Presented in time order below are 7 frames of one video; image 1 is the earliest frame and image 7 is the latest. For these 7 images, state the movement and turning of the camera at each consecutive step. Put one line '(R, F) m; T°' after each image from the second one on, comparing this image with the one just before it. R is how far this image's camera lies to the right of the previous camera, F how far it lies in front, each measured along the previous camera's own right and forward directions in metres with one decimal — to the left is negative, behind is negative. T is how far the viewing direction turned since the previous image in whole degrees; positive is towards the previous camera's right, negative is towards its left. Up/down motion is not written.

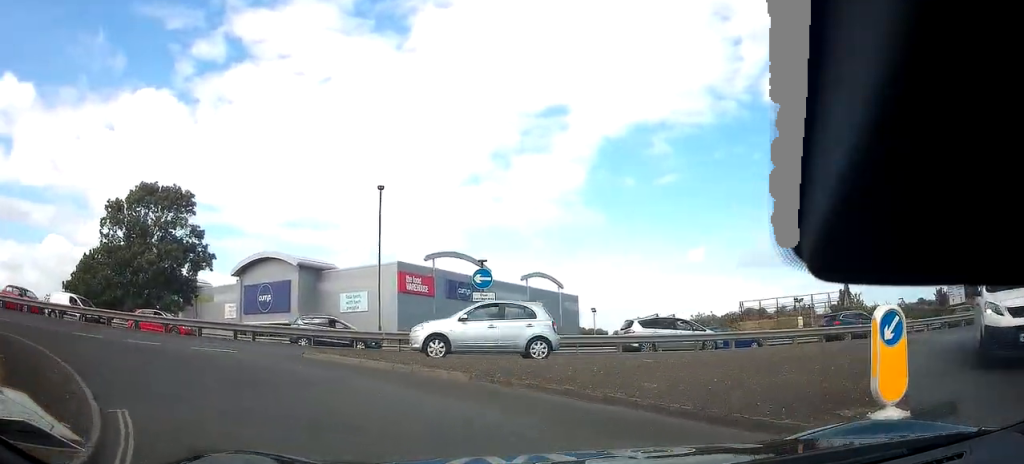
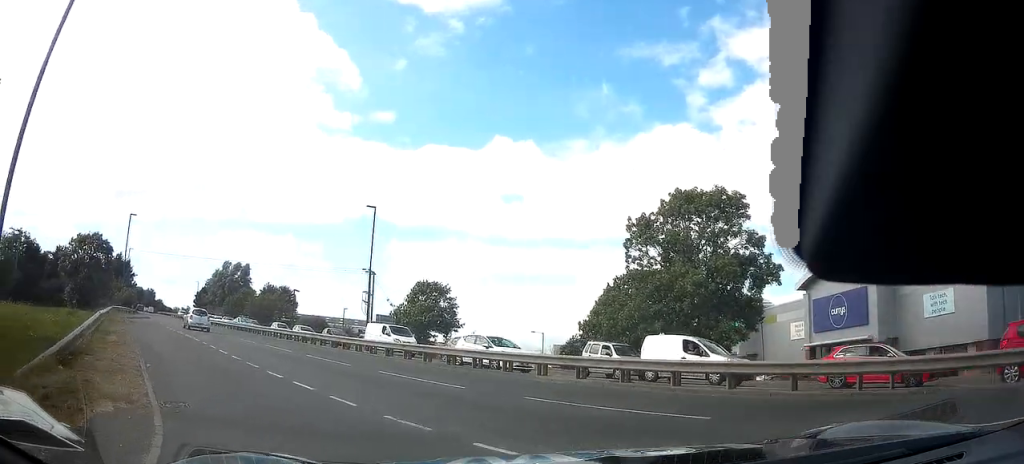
(-5.4, +6.4) m; -79°
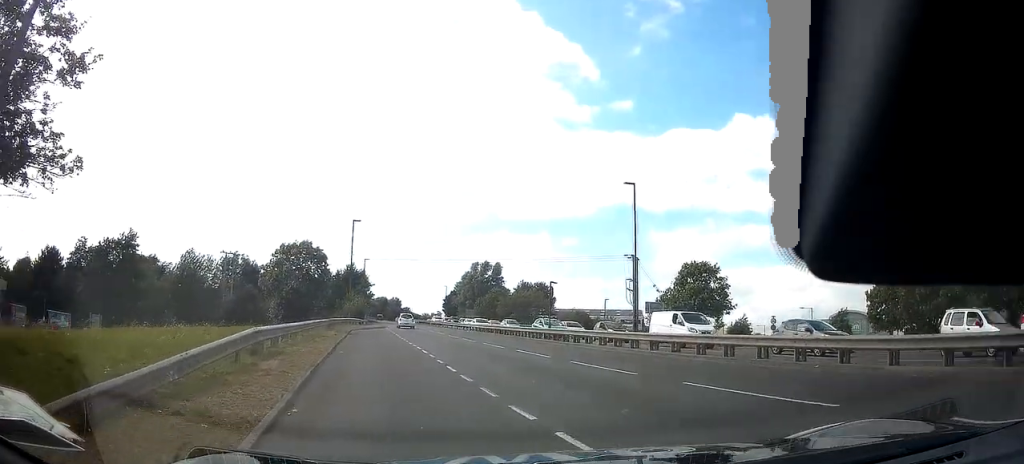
(-1.3, +5.5) m; -18°
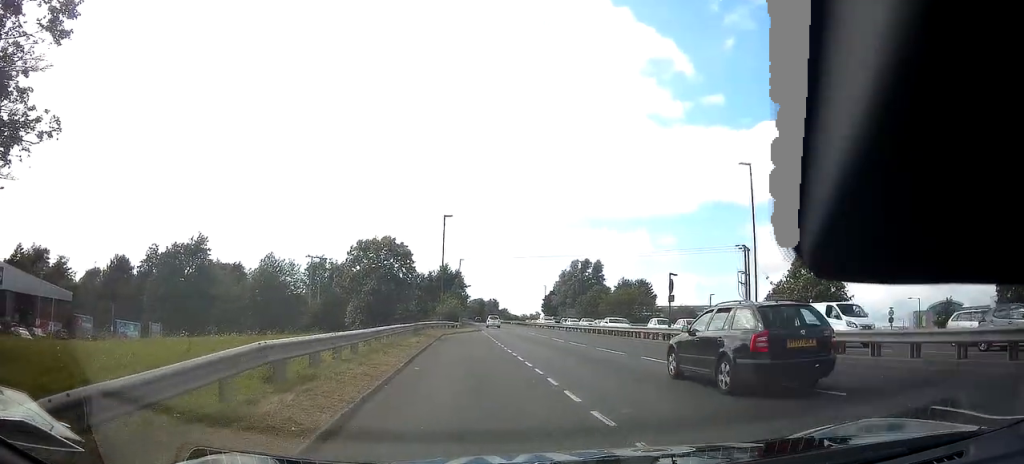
(-0.3, +5.0) m; -5°
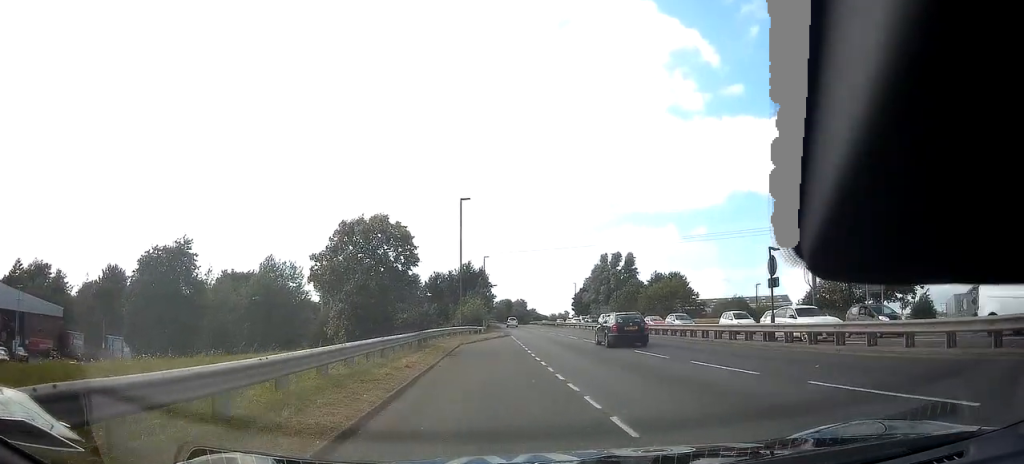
(-0.3, +9.6) m; -4°
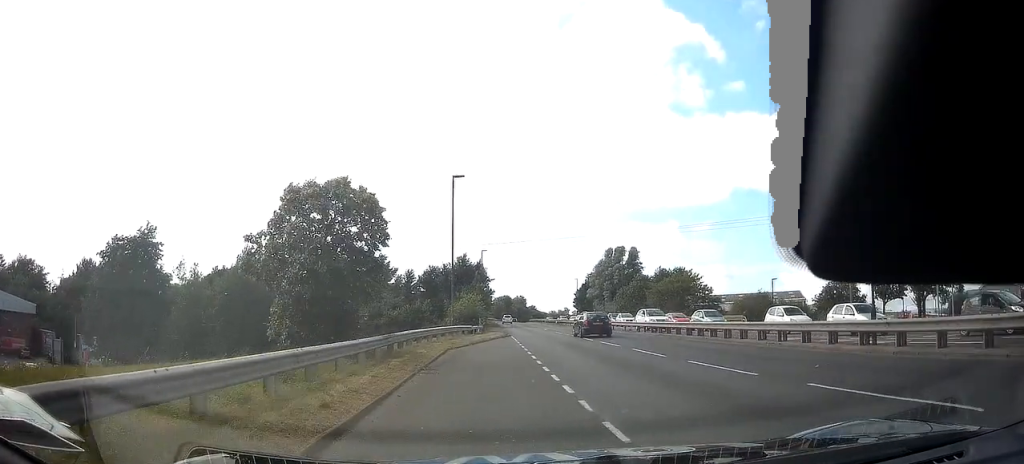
(-0.1, +6.8) m; -2°
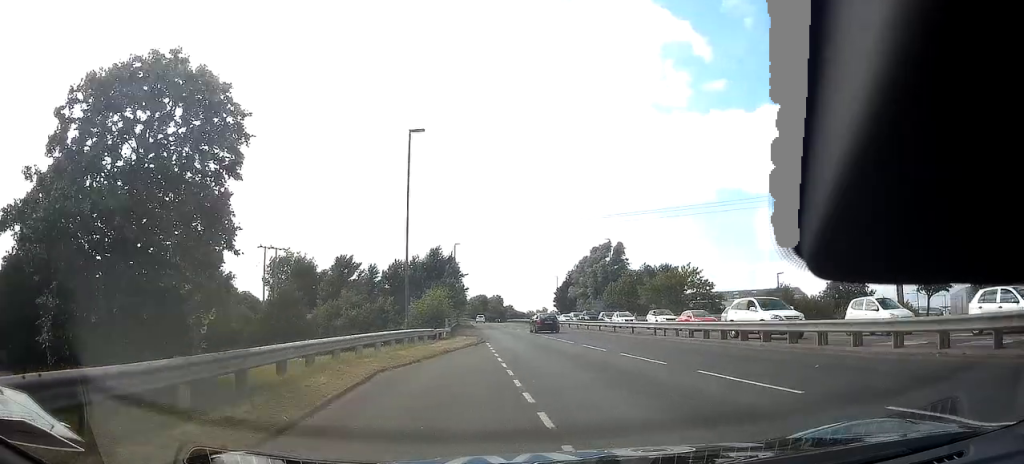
(-0.1, +9.4) m; 0°
